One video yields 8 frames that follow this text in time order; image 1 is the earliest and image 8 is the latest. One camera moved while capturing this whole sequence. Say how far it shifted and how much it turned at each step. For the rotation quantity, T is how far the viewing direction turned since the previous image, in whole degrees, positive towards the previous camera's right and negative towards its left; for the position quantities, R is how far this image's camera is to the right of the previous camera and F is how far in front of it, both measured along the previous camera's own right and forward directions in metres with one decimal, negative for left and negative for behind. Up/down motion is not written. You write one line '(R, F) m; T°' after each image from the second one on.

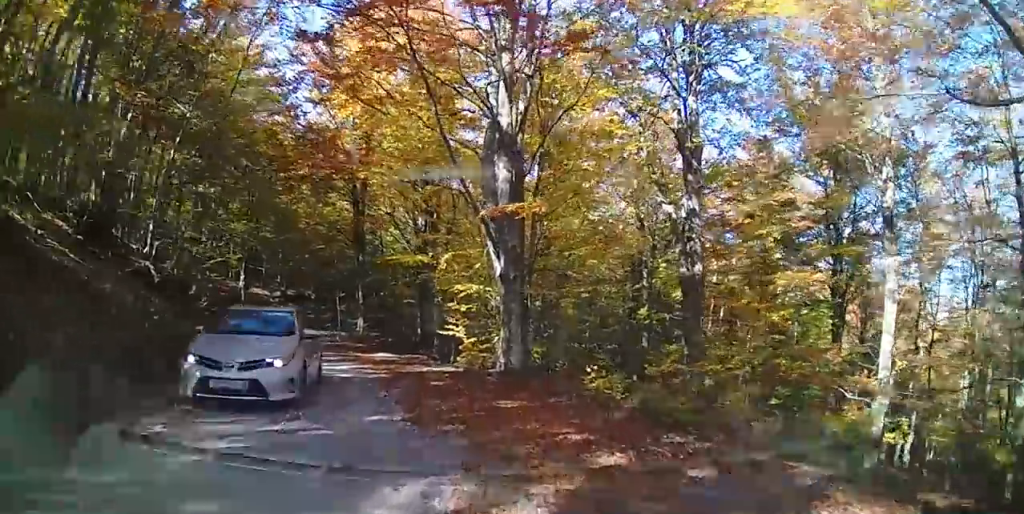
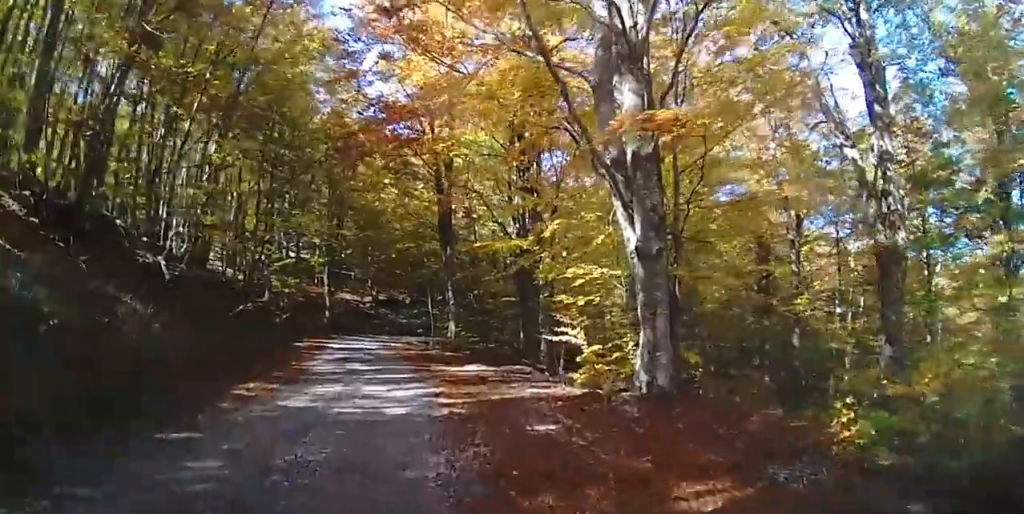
(-0.4, +4.6) m; -15°
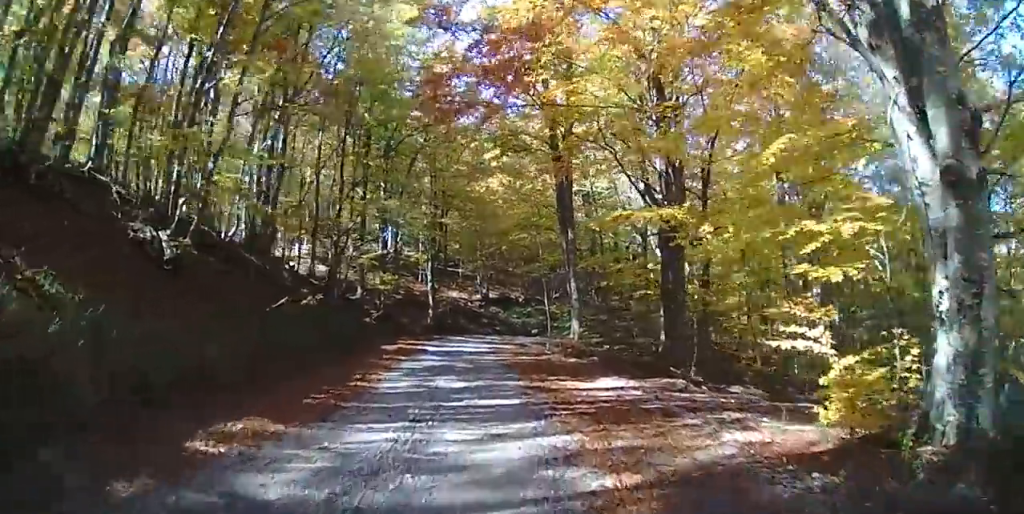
(-0.6, +3.5) m; -8°
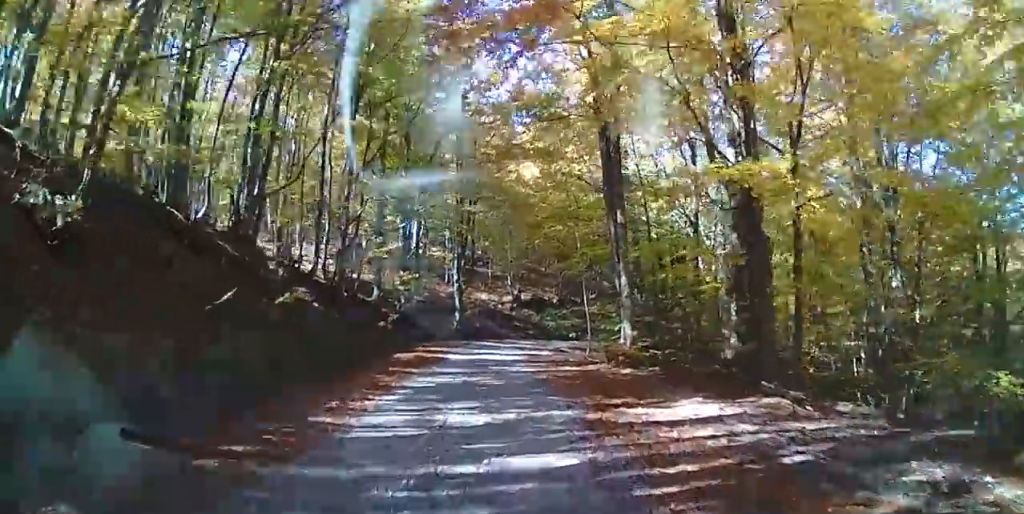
(0.0, +2.3) m; +2°
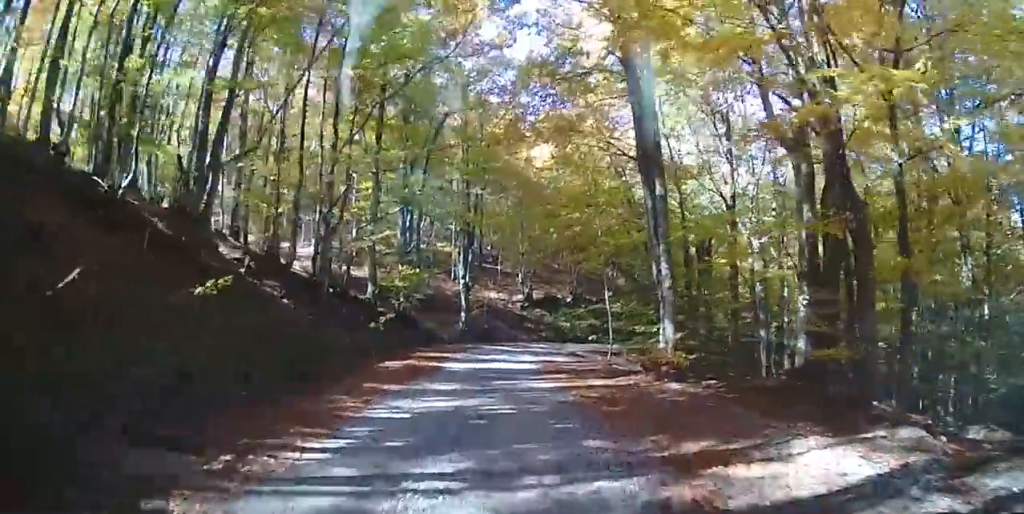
(+0.2, +2.0) m; +4°
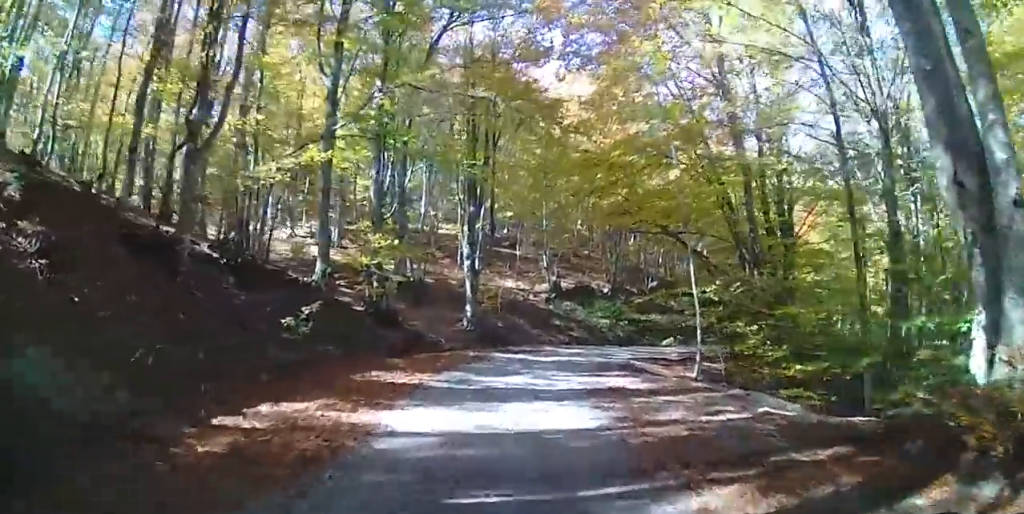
(-0.1, +5.9) m; -6°
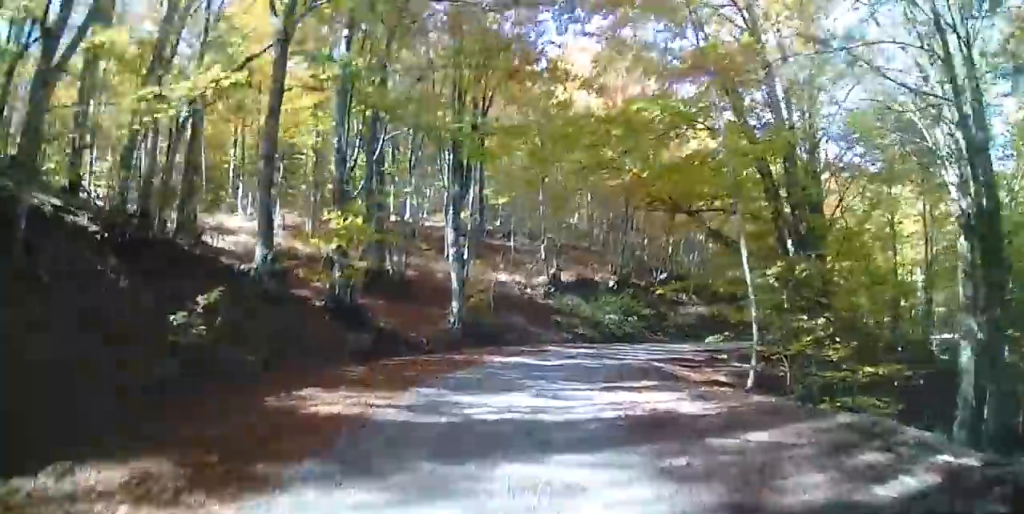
(-0.1, +2.9) m; -4°
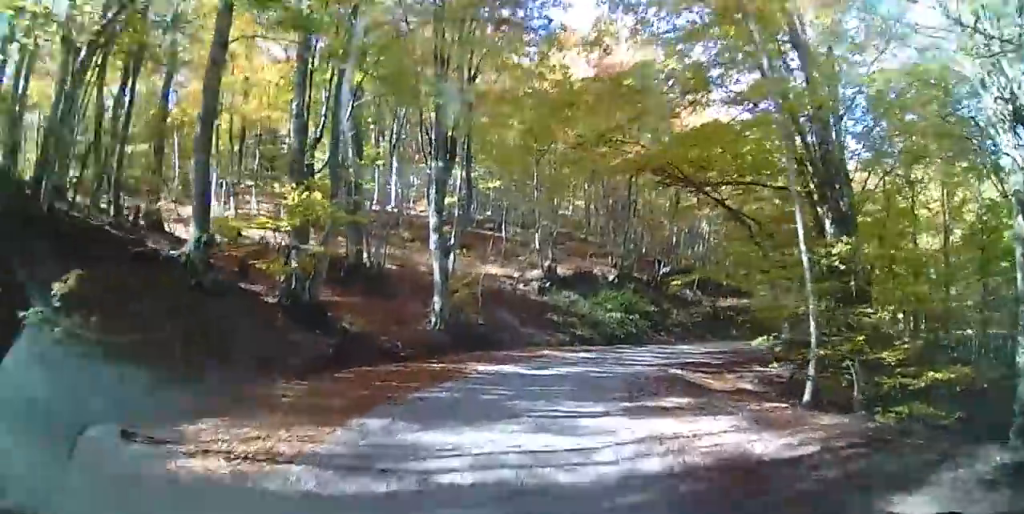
(-0.1, +2.3) m; -2°
